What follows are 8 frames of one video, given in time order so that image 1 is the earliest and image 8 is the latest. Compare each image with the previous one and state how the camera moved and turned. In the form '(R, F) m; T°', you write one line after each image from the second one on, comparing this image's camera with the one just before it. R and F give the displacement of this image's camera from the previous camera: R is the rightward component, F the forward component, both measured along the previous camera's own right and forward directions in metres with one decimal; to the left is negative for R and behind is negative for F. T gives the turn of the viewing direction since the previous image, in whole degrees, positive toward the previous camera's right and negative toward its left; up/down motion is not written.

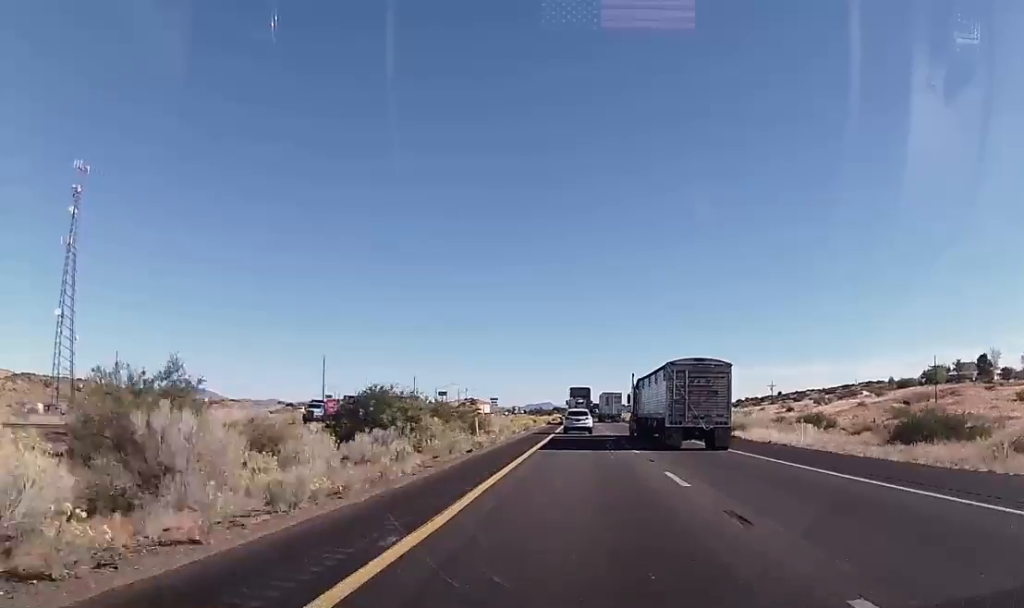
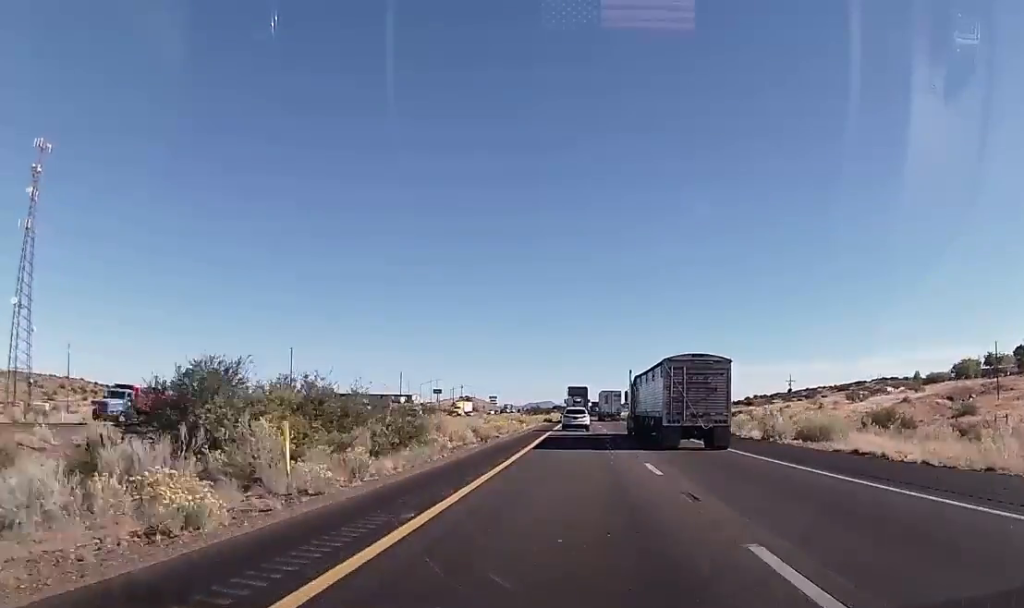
(-0.2, +22.1) m; -1°
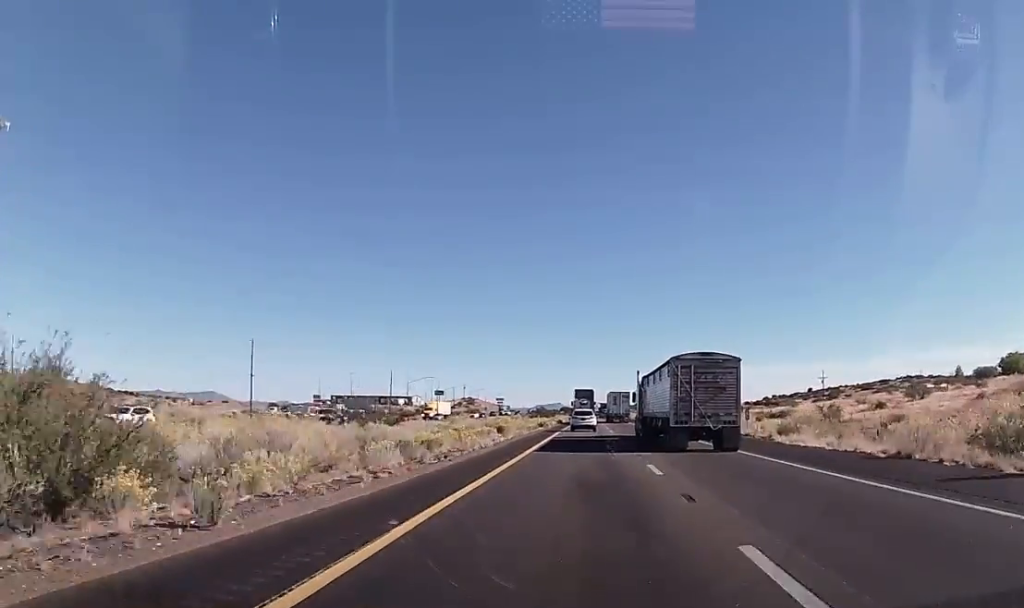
(-0.1, +25.0) m; 0°
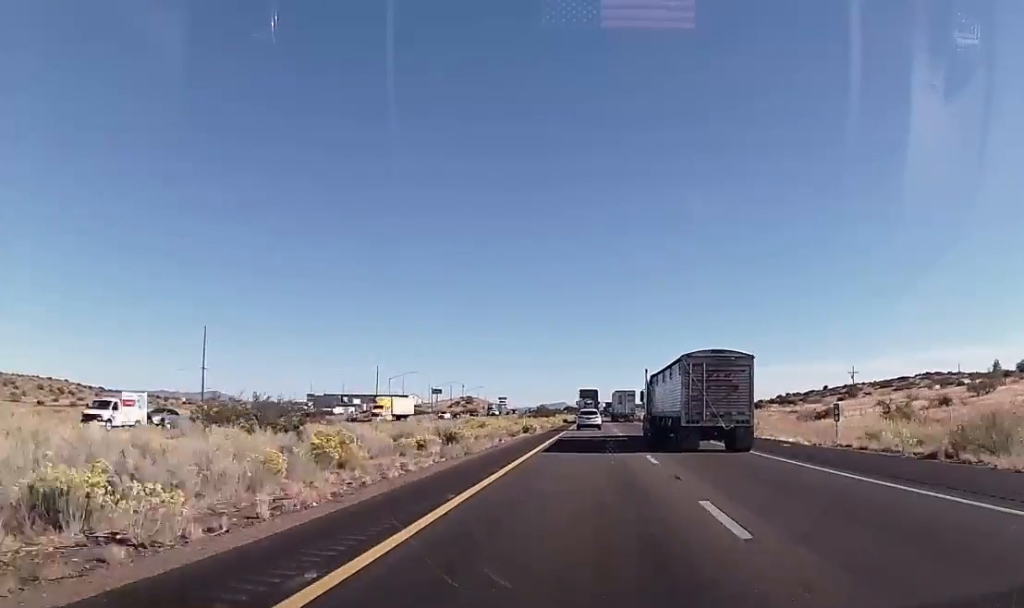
(0.0, +21.3) m; 0°
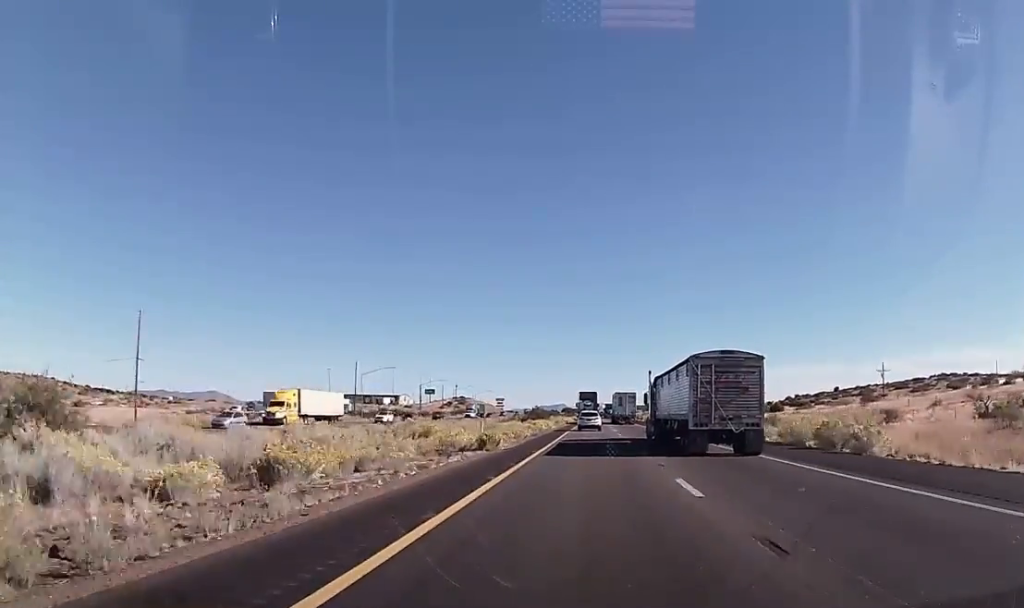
(0.0, +20.3) m; 0°
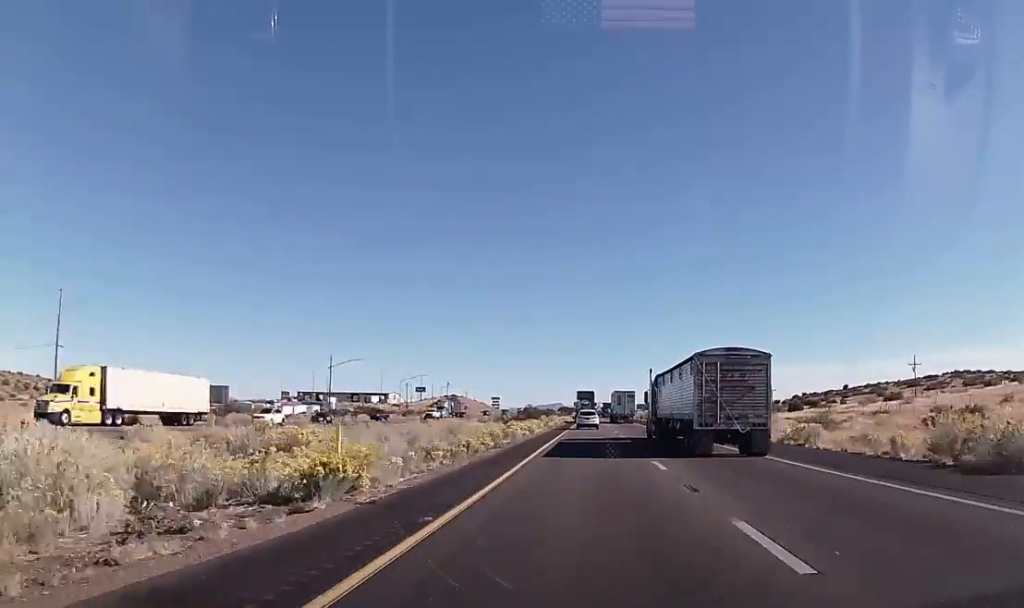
(+0.1, +18.5) m; 0°
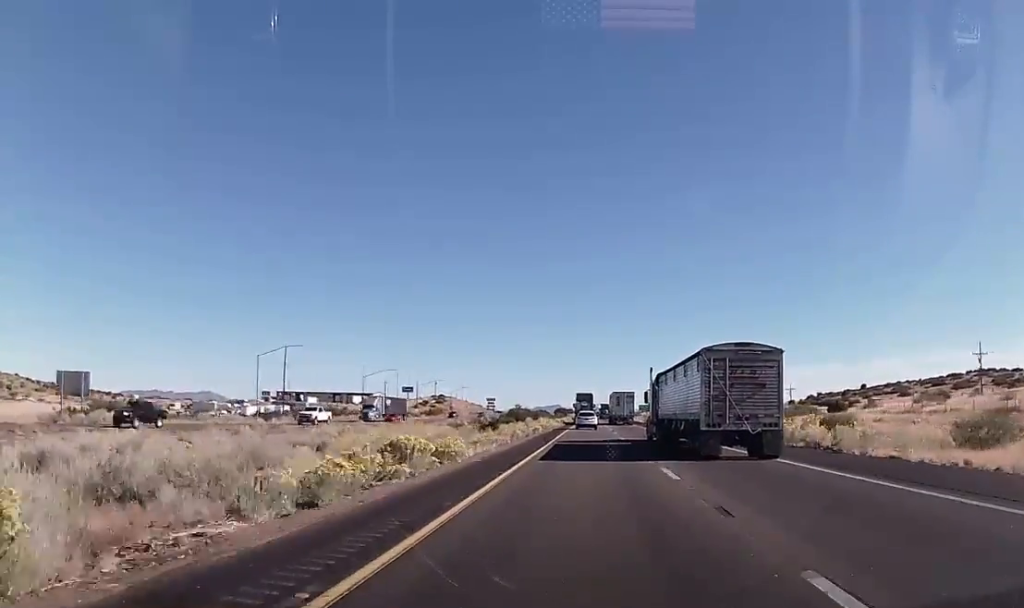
(-0.2, +26.9) m; 0°
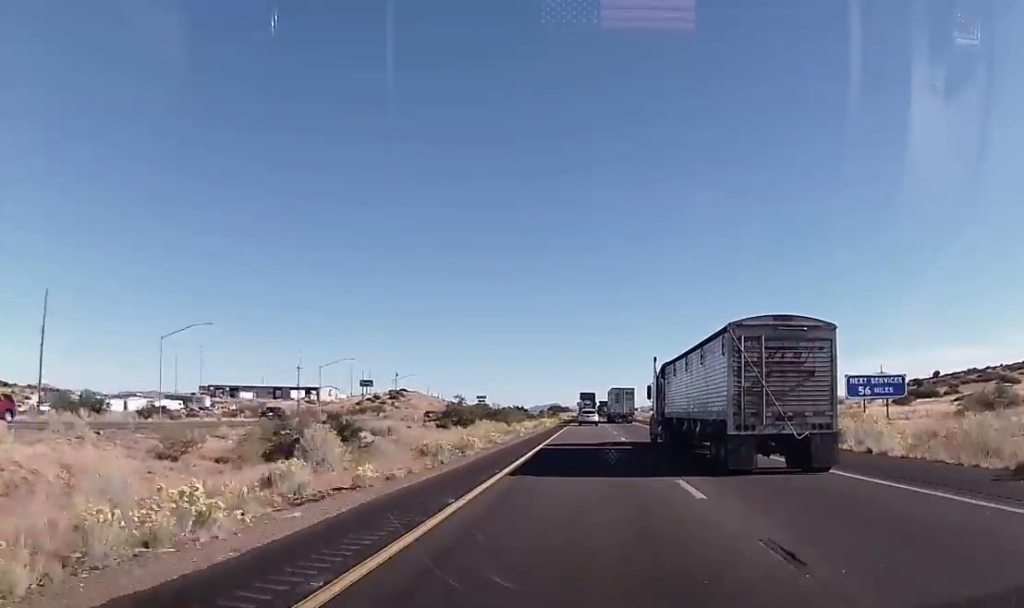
(+0.4, +78.7) m; 0°
